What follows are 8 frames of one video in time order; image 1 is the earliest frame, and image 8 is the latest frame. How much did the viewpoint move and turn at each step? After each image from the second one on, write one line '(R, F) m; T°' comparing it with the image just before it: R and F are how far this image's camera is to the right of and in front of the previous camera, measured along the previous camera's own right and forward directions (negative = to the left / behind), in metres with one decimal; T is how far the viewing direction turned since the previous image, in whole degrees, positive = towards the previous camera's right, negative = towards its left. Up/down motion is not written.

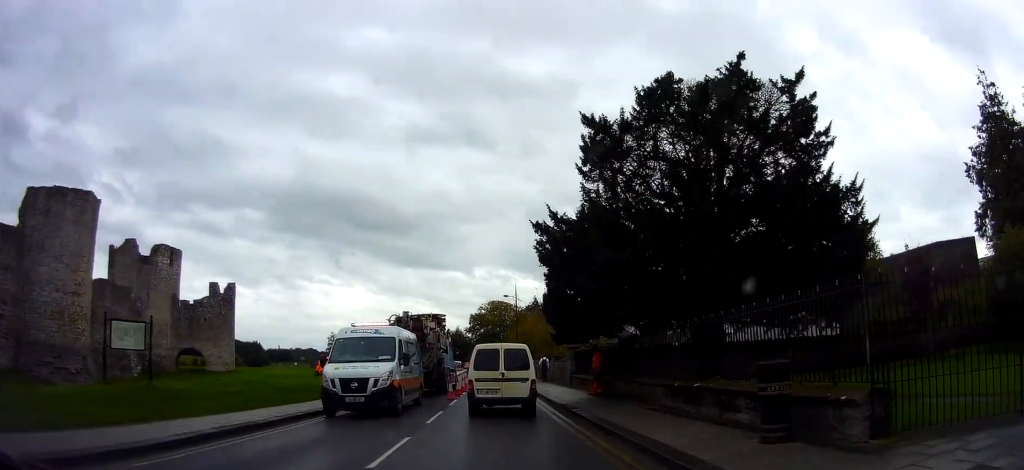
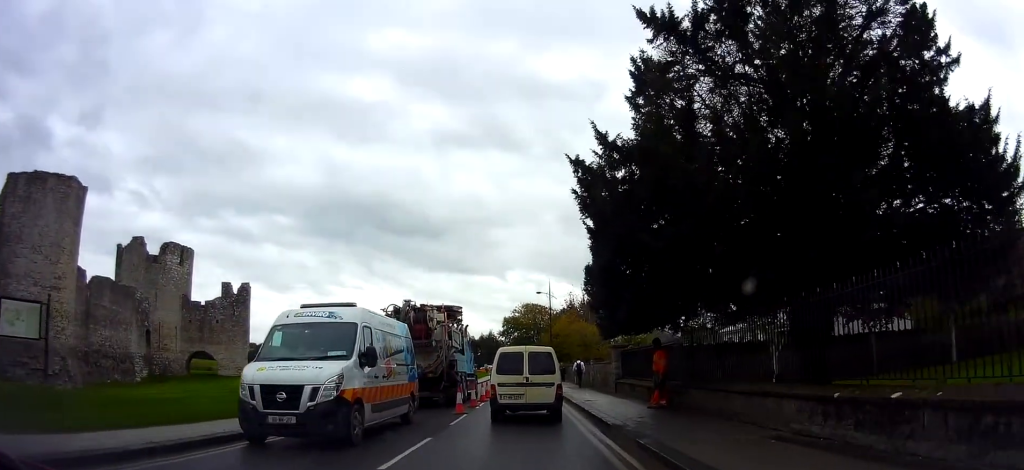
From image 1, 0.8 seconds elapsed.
(-0.2, +4.9) m; -2°
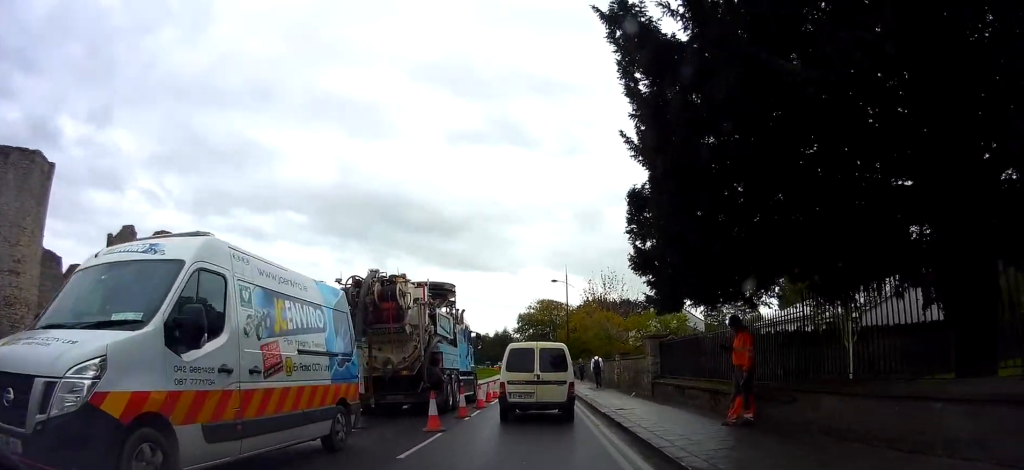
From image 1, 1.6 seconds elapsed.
(0.0, +5.1) m; 0°
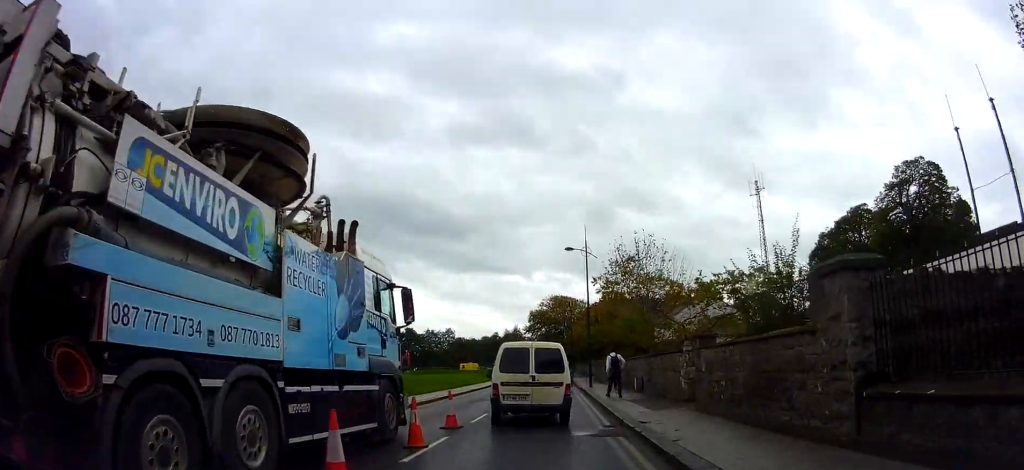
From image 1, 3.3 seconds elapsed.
(-0.5, +12.4) m; -5°
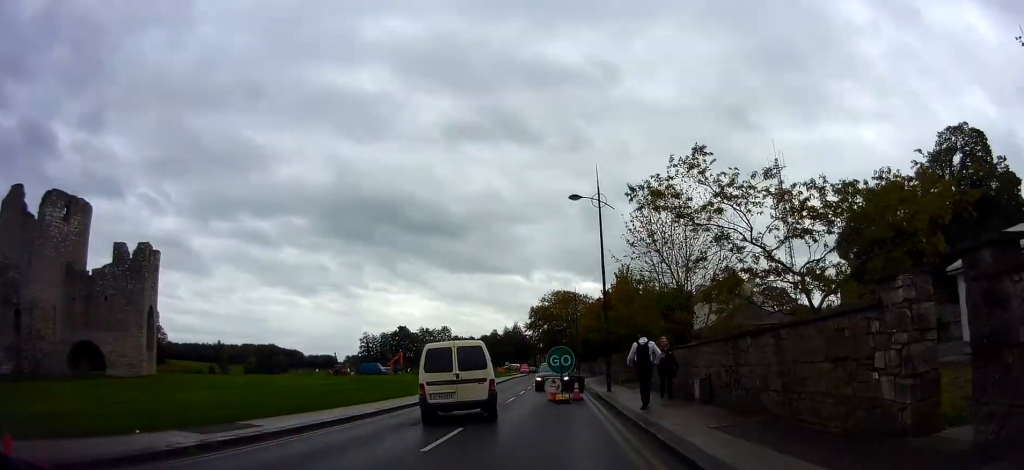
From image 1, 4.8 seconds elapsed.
(-0.1, +10.1) m; -3°
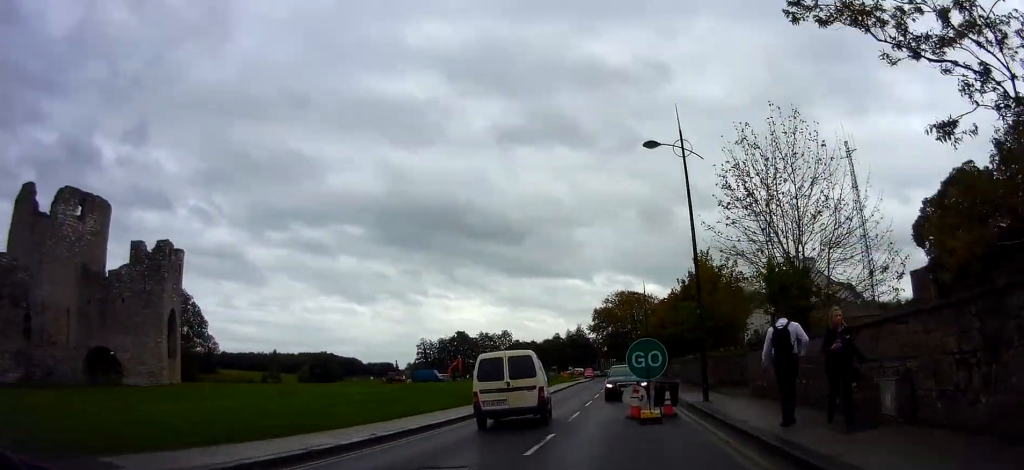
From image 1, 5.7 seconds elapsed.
(-0.1, +6.0) m; -5°
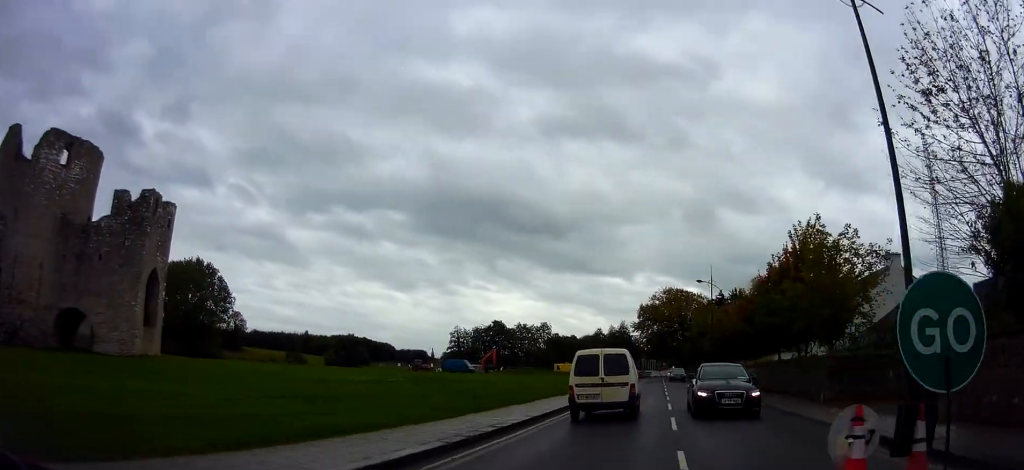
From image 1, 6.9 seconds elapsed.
(-0.4, +8.1) m; -3°
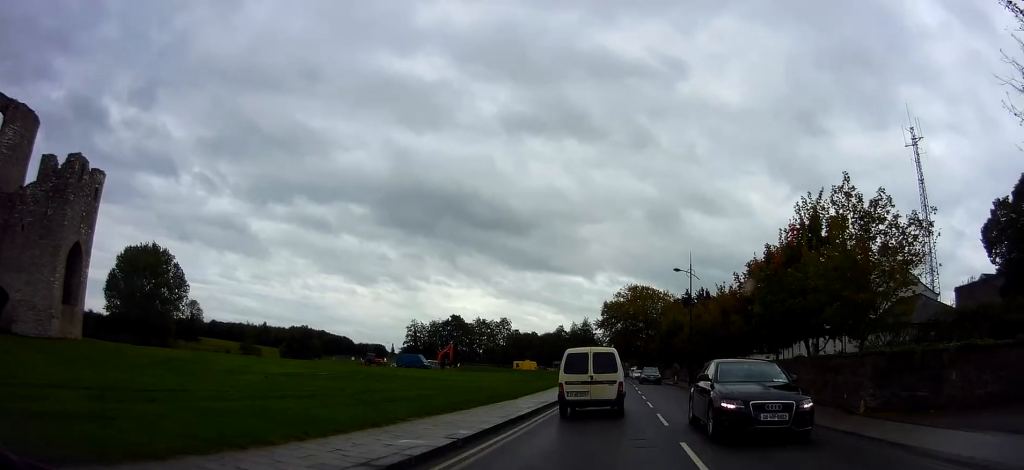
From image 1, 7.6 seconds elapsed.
(+0.2, +4.8) m; -1°
